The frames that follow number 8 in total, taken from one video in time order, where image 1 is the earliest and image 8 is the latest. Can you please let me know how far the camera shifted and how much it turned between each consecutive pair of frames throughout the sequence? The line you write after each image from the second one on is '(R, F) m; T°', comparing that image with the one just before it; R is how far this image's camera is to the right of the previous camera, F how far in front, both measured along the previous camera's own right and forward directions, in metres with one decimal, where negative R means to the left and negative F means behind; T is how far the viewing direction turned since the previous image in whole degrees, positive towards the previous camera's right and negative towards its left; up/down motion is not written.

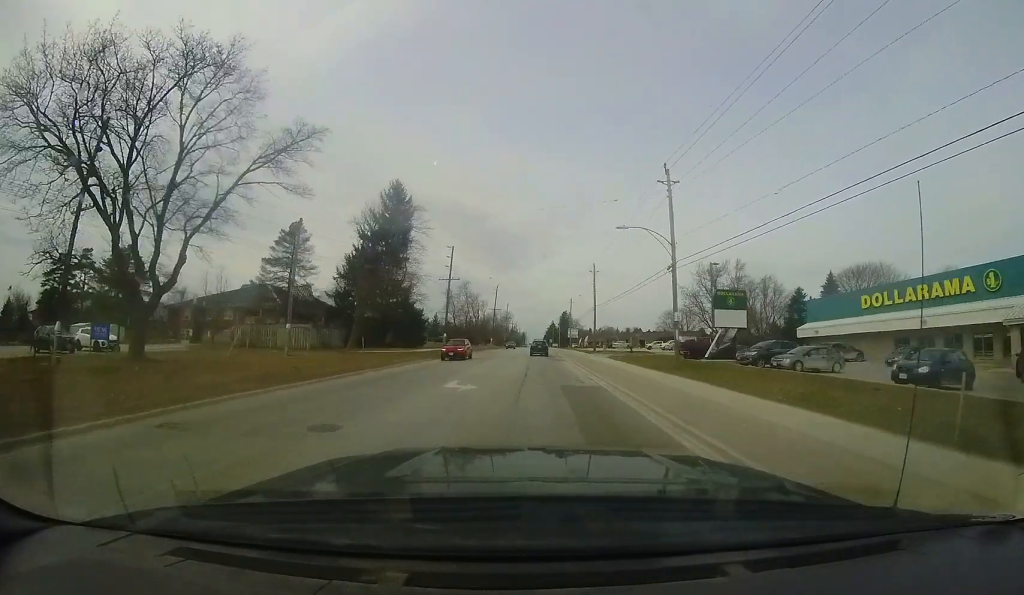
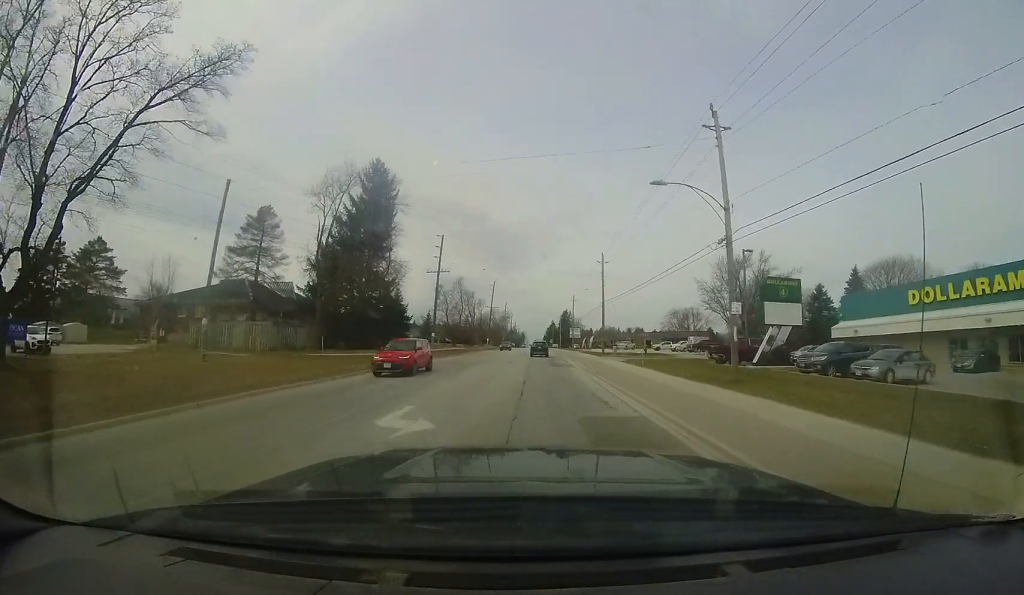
(0.0, +5.8) m; 0°
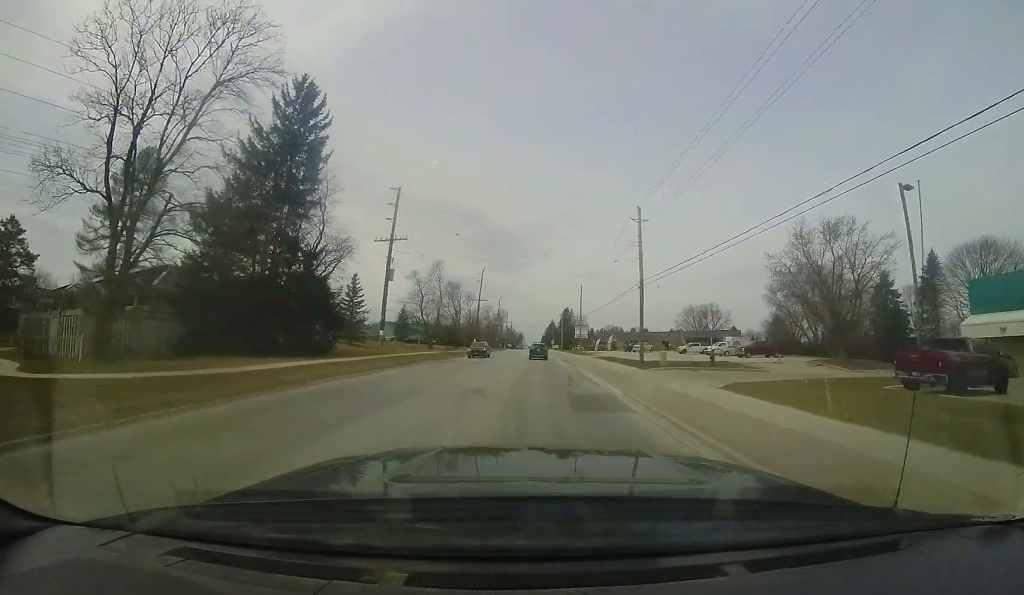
(+0.1, +14.6) m; +1°
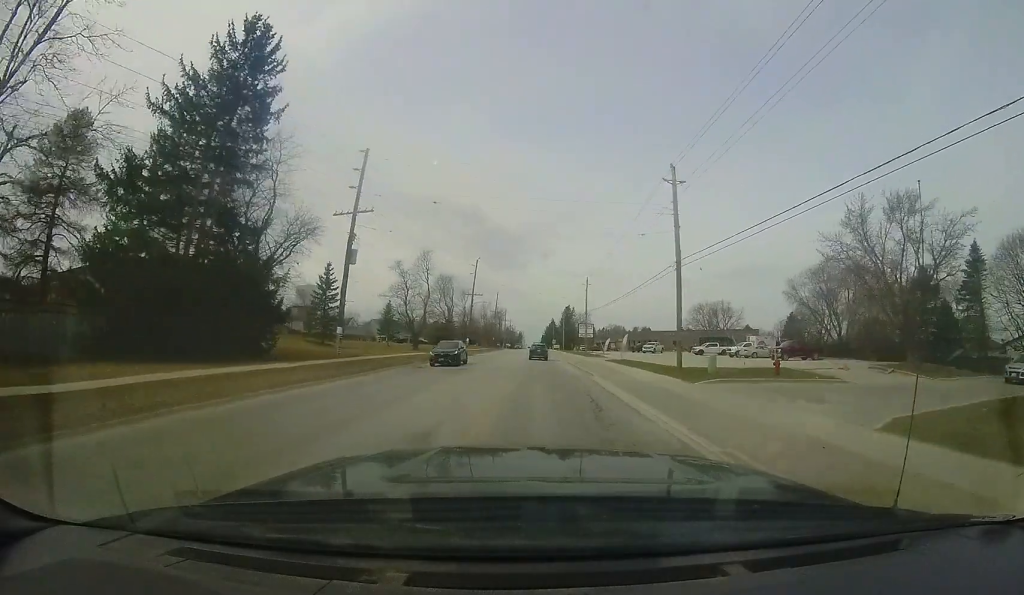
(+0.1, +6.5) m; 0°
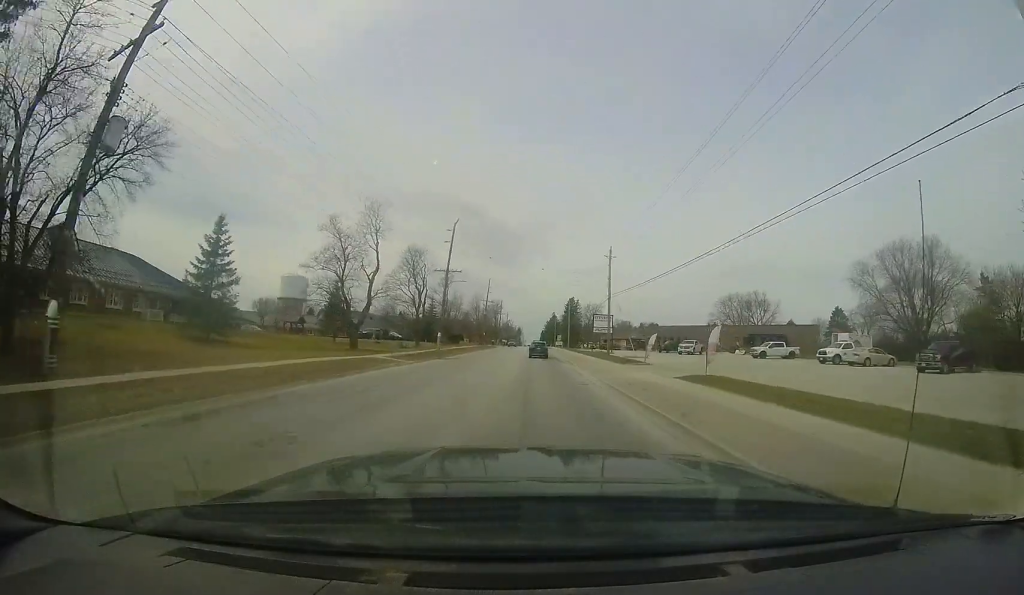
(+0.1, +16.3) m; 0°
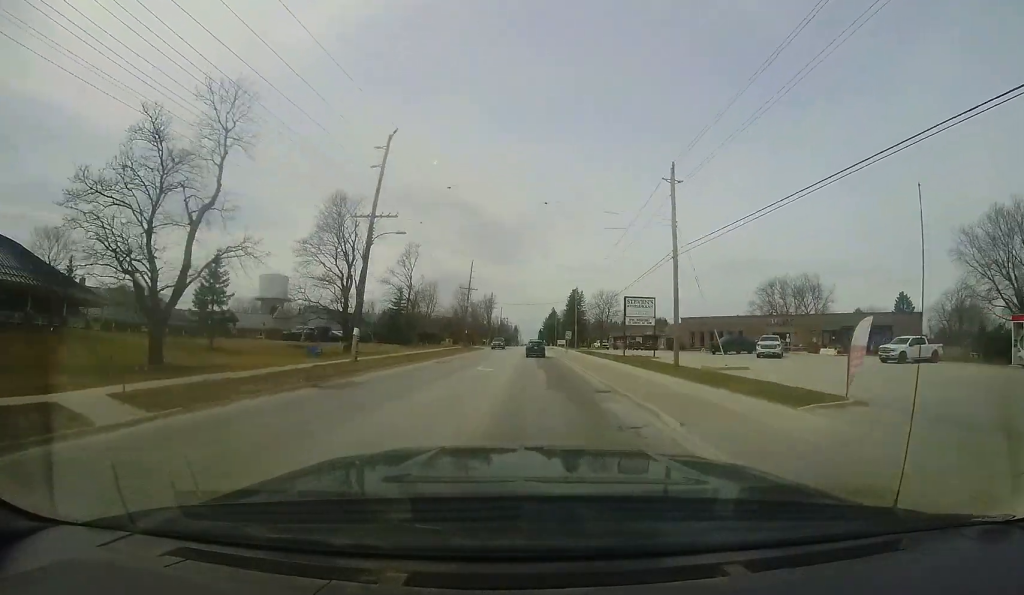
(-0.2, +18.1) m; 0°
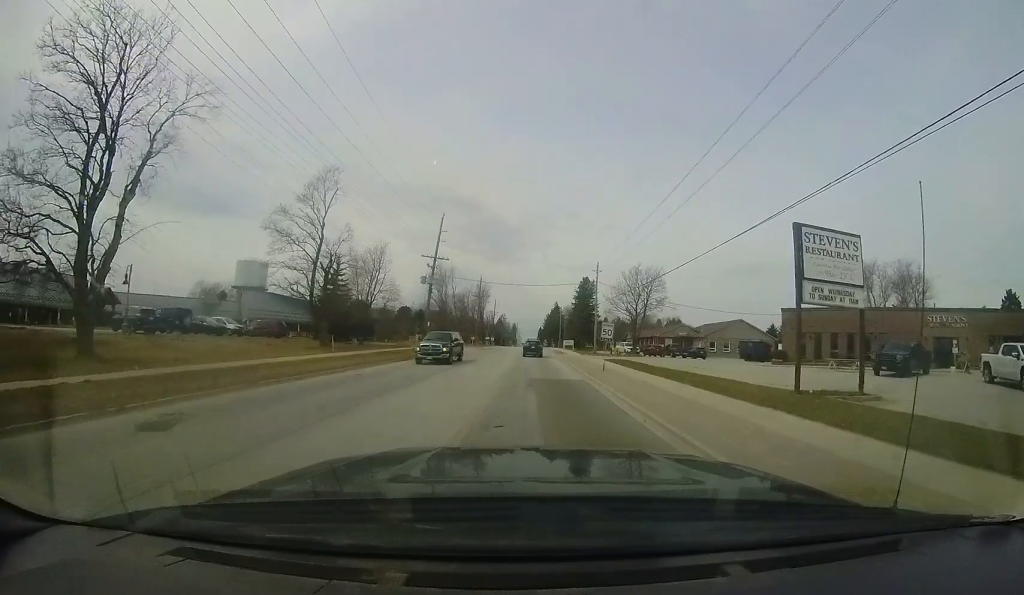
(+0.3, +20.7) m; 0°
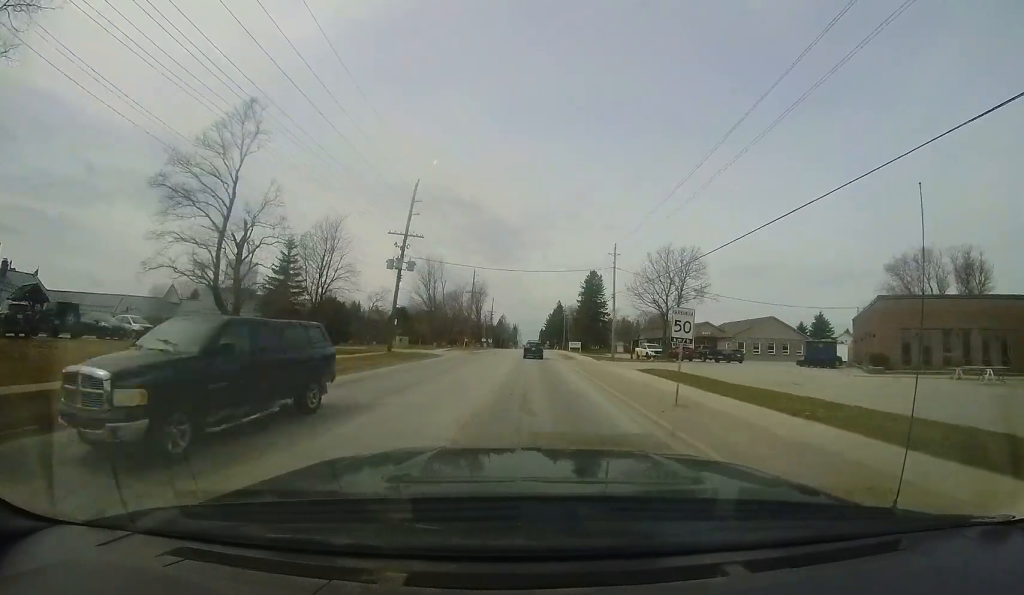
(0.0, +9.3) m; 0°
